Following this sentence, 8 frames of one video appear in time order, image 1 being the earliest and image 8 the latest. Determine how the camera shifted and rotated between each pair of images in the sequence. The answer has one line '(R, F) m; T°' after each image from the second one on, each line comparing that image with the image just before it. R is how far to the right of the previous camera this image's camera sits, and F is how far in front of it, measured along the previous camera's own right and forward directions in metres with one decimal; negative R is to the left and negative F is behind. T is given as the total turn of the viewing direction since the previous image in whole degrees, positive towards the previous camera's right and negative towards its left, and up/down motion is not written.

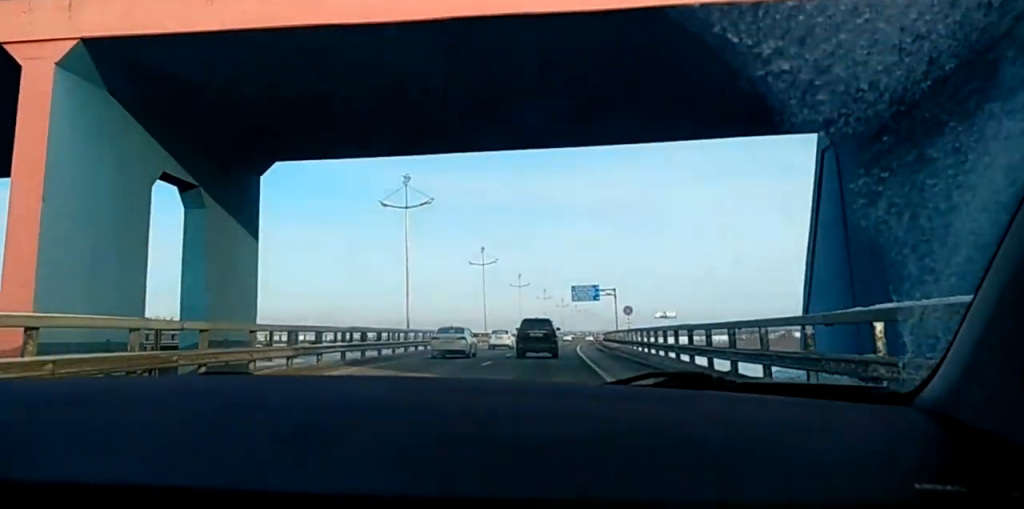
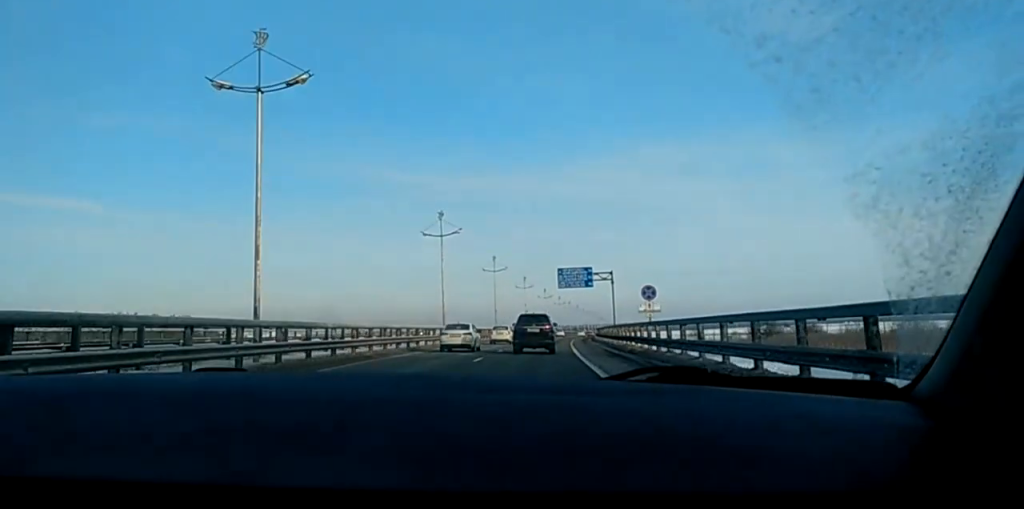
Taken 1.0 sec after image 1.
(+0.1, +22.8) m; 0°
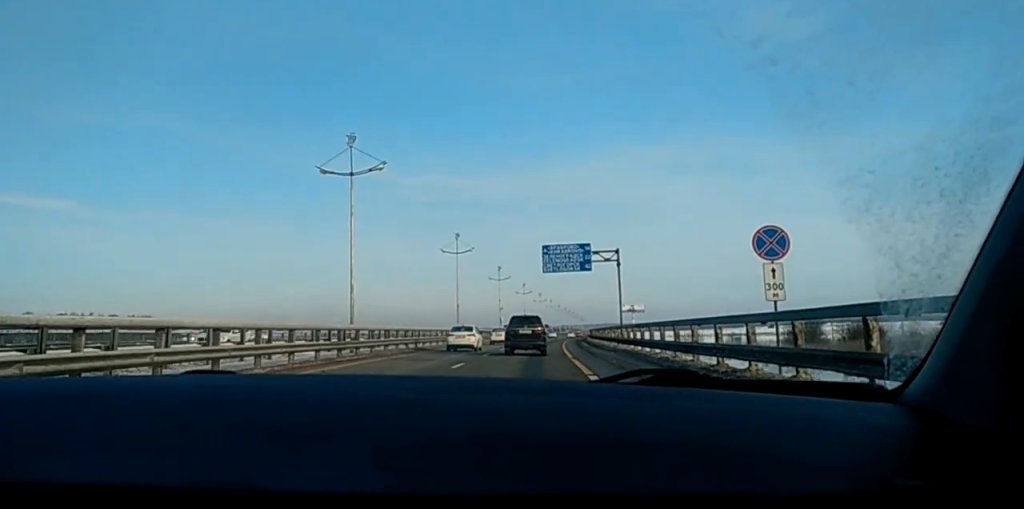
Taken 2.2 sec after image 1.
(+0.2, +26.7) m; +1°
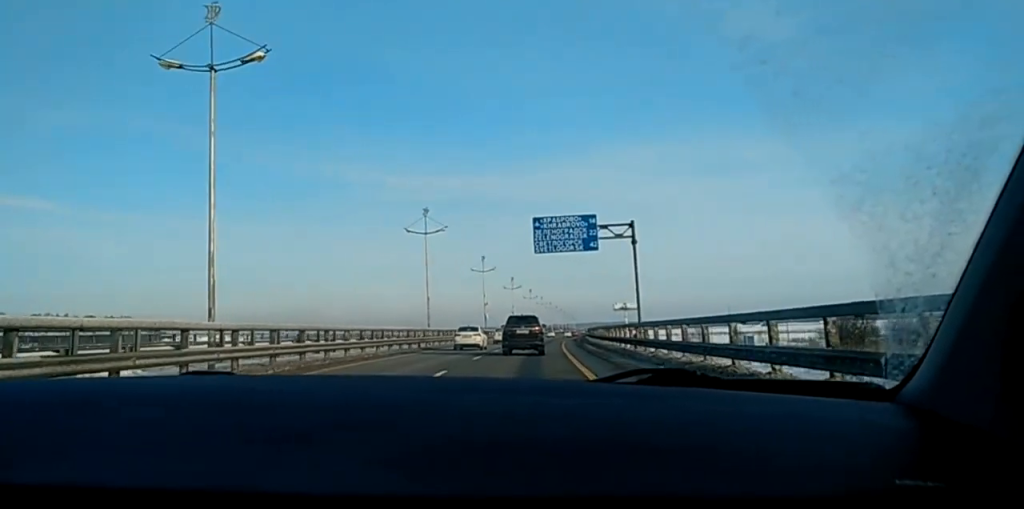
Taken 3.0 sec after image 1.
(+0.1, +16.4) m; +1°
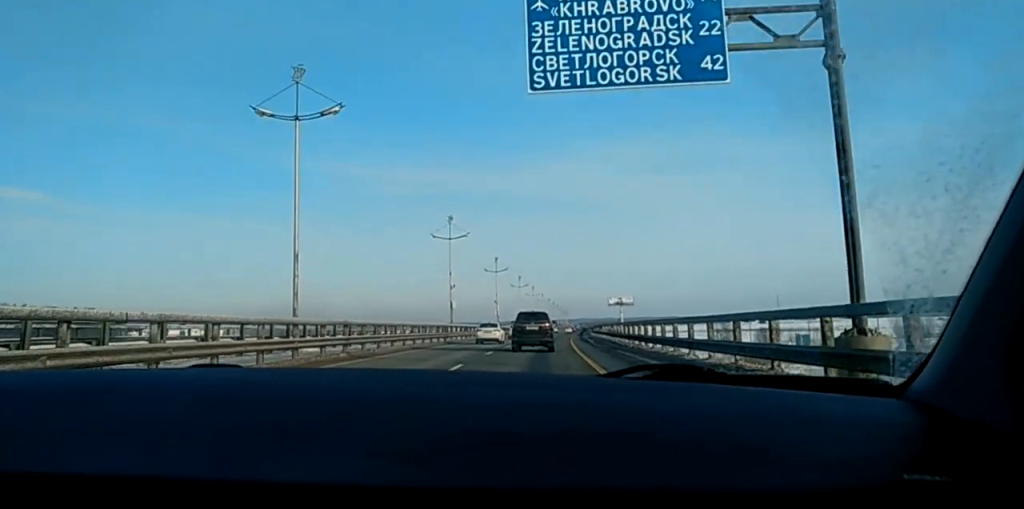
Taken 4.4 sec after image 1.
(+0.3, +34.0) m; +1°
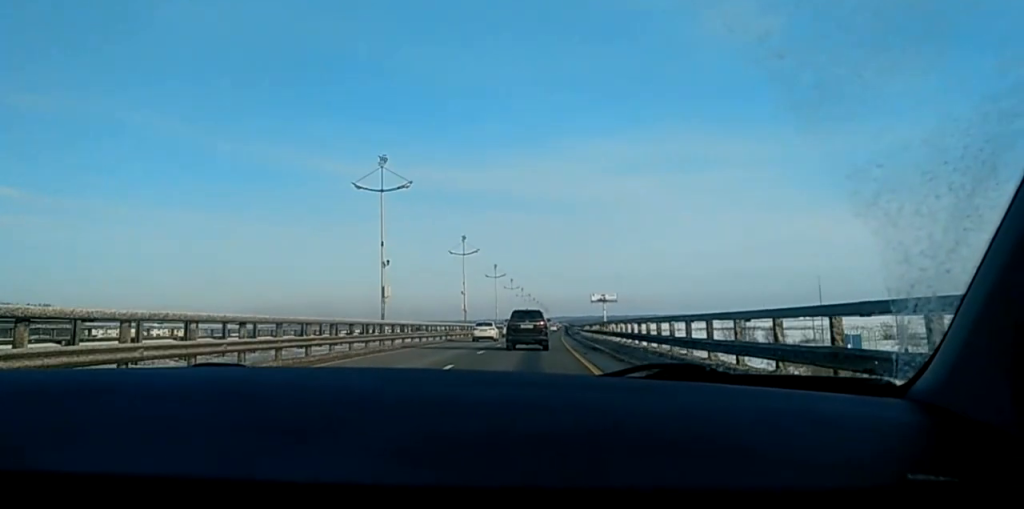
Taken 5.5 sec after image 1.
(+0.1, +25.1) m; +1°
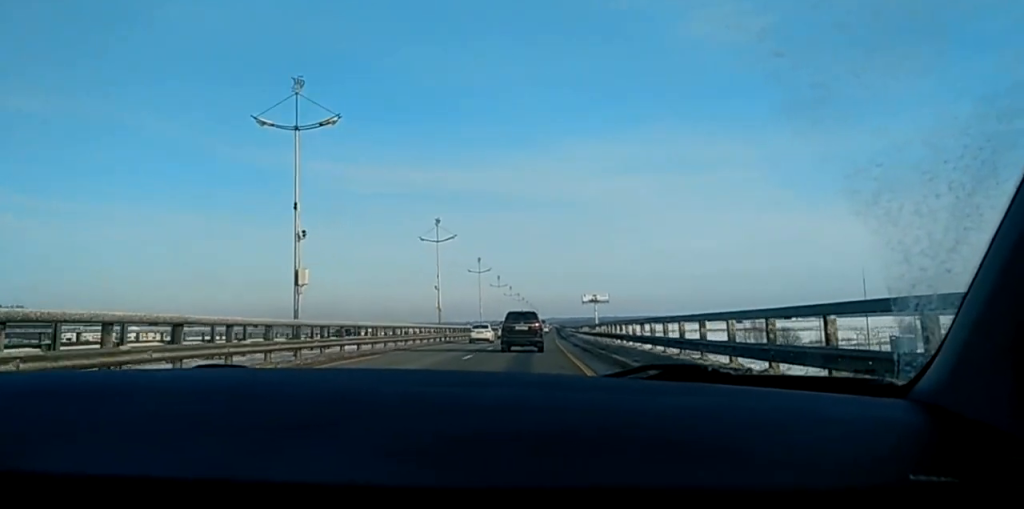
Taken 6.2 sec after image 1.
(+0.1, +15.1) m; +1°
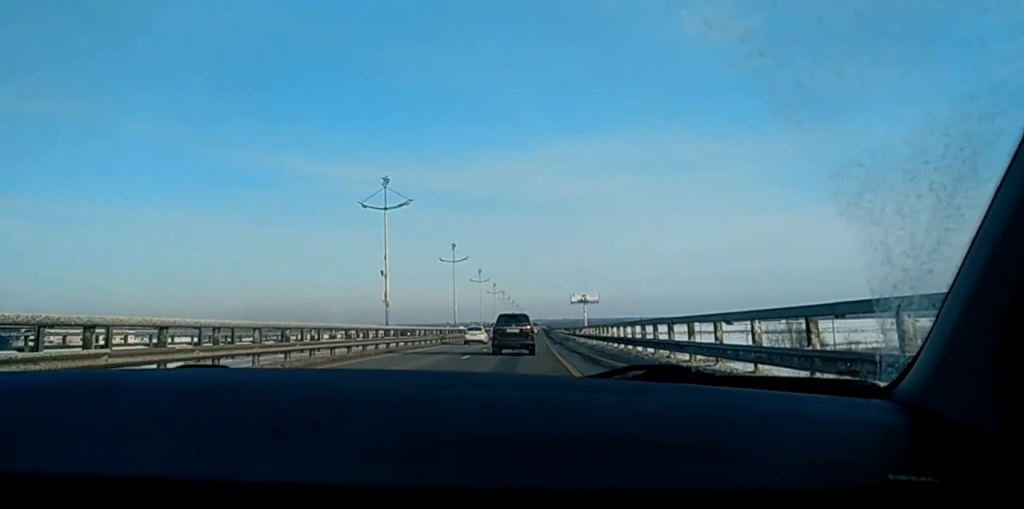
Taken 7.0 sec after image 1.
(+0.4, +20.8) m; +1°
